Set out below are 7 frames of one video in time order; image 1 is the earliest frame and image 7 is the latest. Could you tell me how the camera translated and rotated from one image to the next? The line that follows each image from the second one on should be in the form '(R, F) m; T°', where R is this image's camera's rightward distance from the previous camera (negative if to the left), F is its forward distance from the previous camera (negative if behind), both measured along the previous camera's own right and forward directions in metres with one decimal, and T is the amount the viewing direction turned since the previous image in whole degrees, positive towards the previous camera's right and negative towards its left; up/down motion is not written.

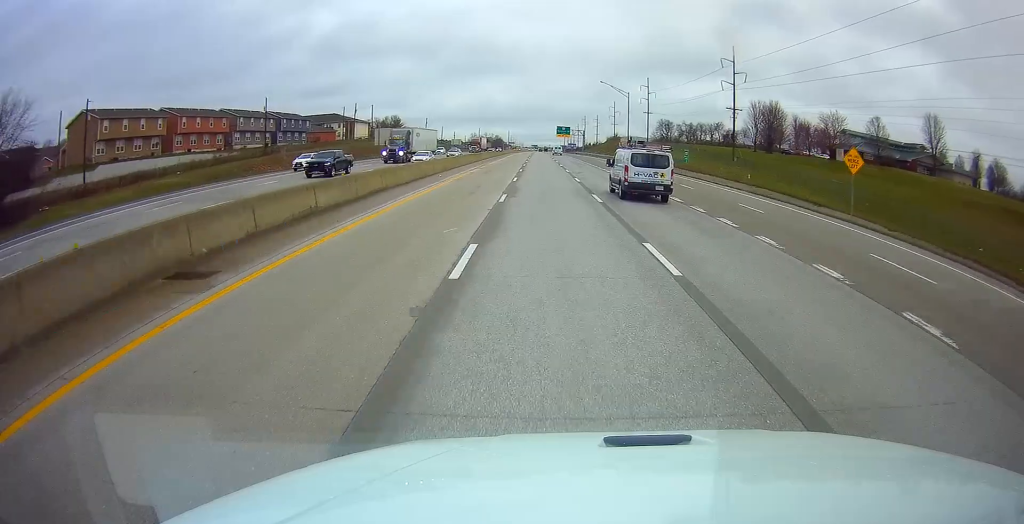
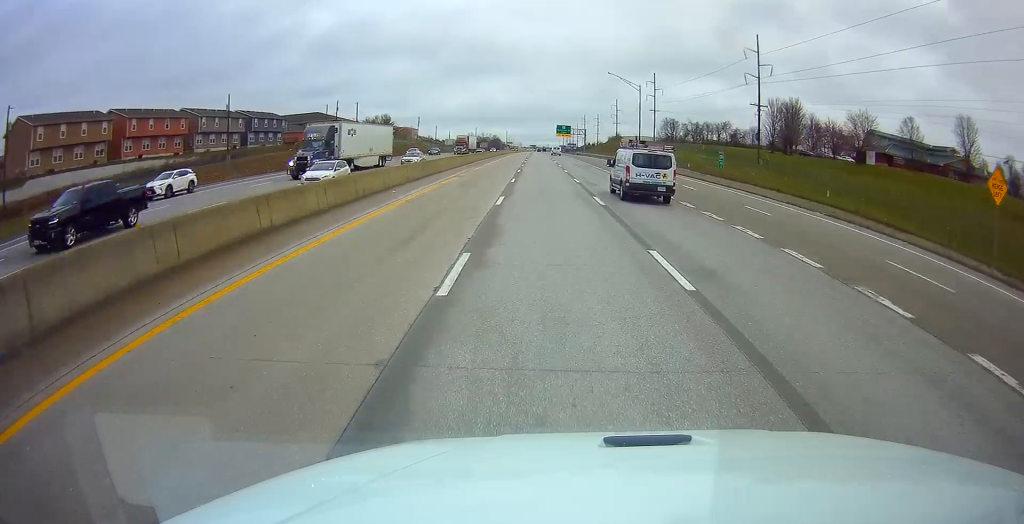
(0.0, +13.1) m; 0°
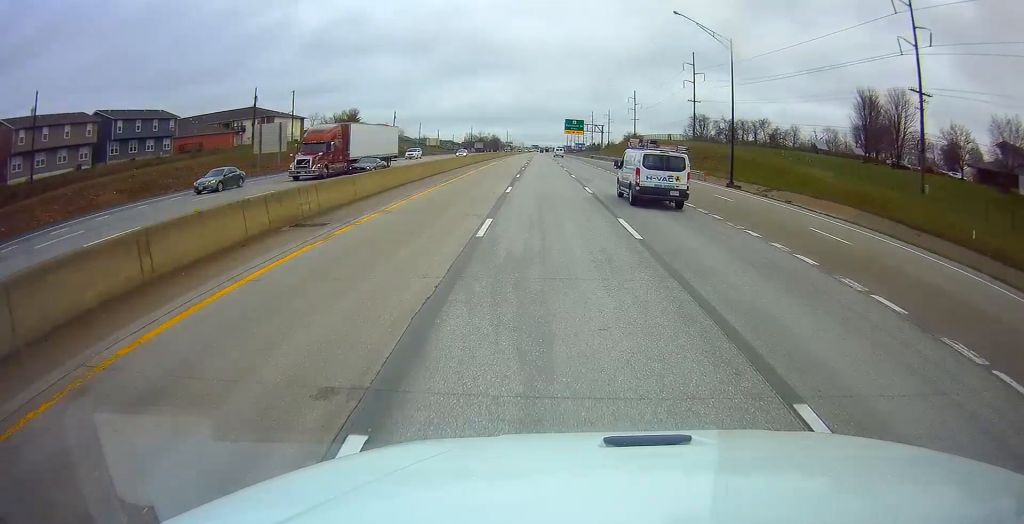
(0.0, +43.4) m; 0°
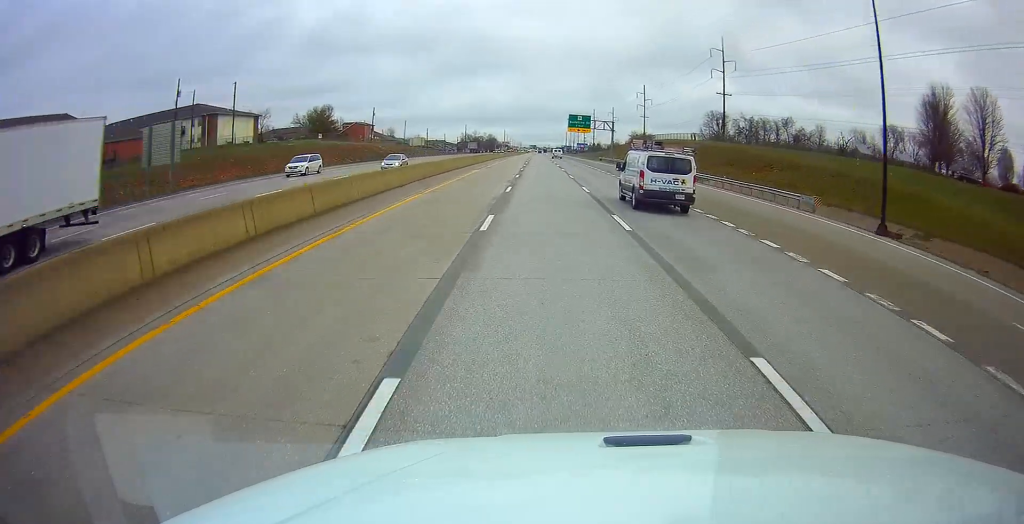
(0.0, +23.2) m; 0°
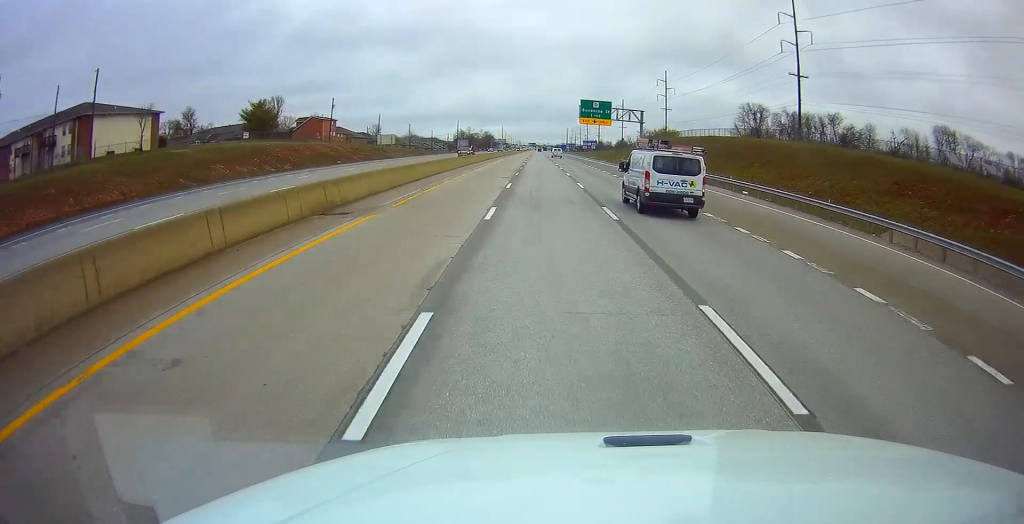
(+0.3, +34.2) m; +1°
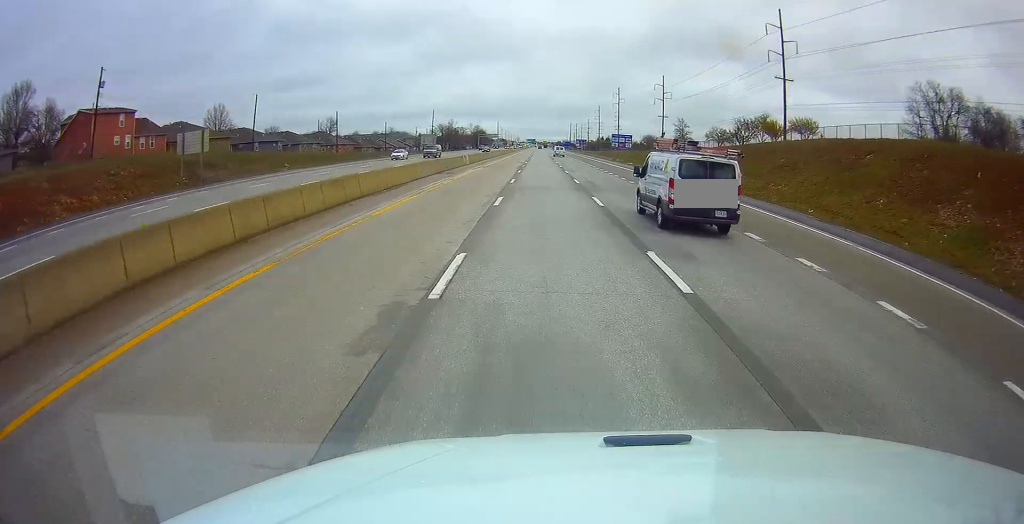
(-0.9, +81.2) m; -1°
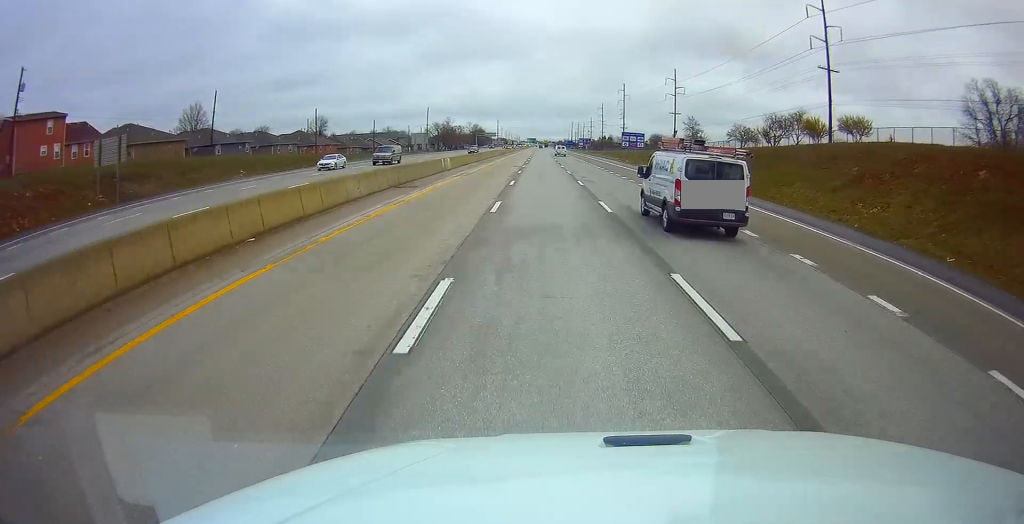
(0.0, +14.3) m; +1°
